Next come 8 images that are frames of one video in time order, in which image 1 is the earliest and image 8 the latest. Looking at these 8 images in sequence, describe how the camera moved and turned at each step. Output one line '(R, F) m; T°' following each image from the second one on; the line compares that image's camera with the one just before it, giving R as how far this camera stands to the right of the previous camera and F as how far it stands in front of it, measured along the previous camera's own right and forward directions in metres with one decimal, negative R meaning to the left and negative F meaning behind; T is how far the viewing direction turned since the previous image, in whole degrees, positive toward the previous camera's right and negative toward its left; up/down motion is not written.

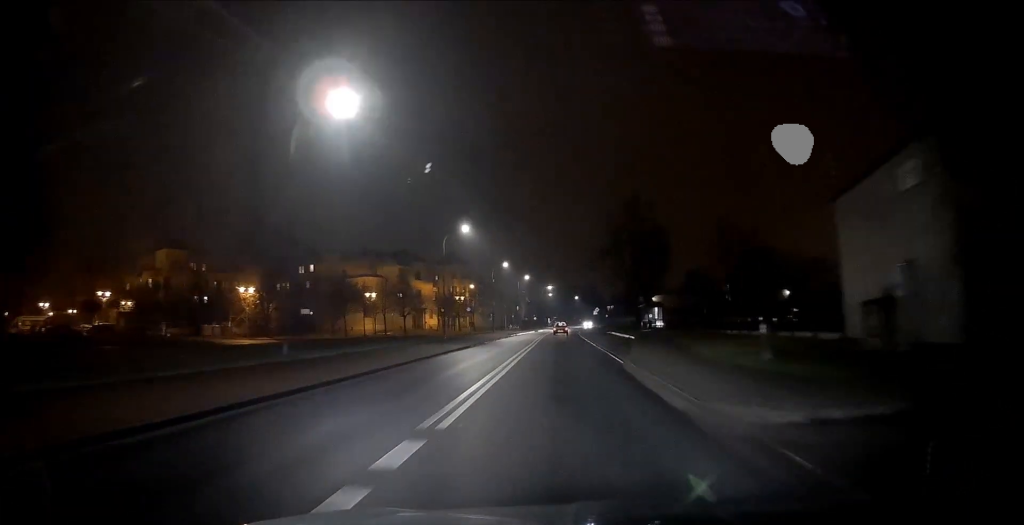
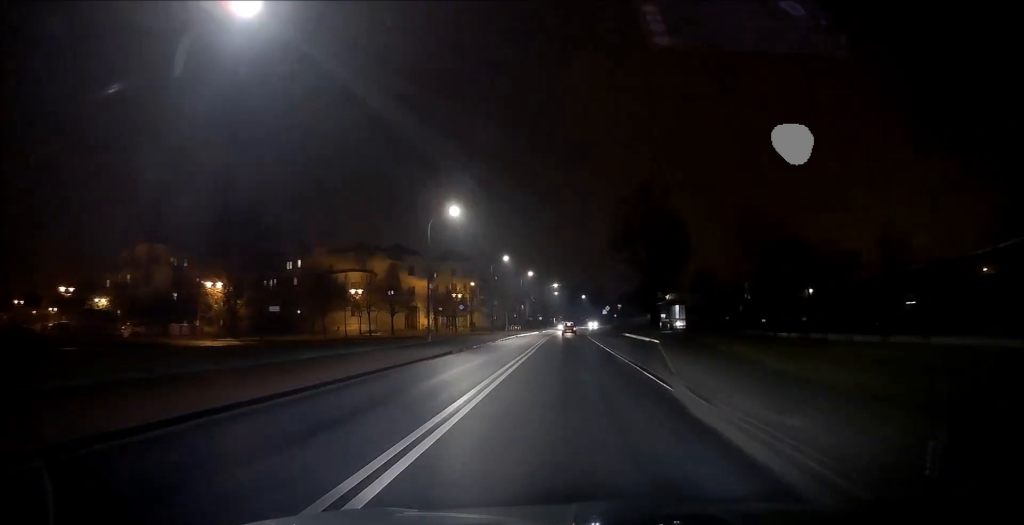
(-0.1, +7.8) m; -1°
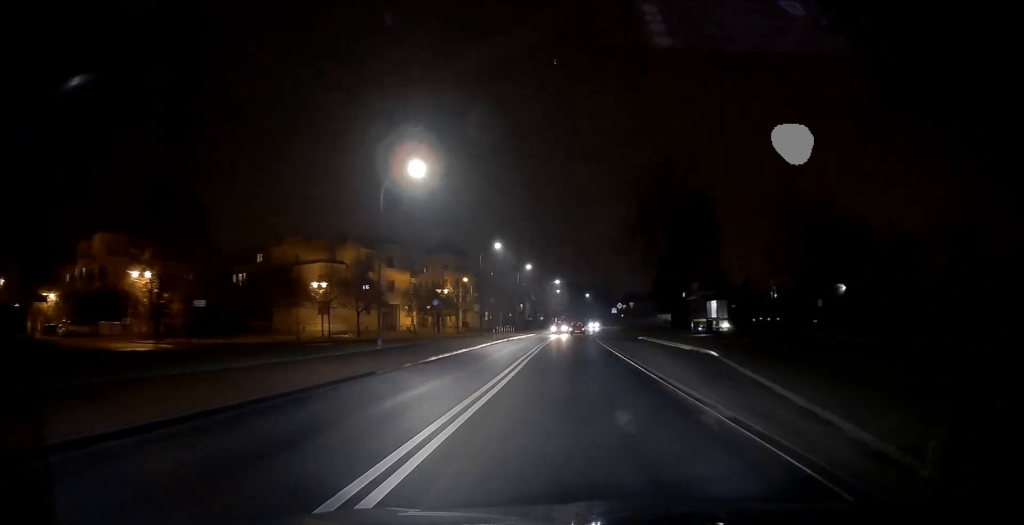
(-0.1, +11.7) m; -1°
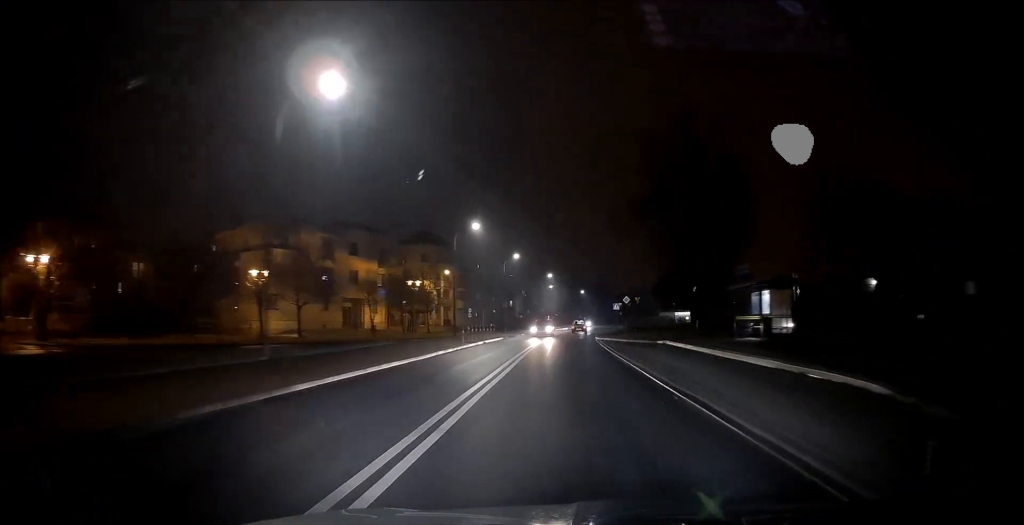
(-0.1, +11.2) m; 0°
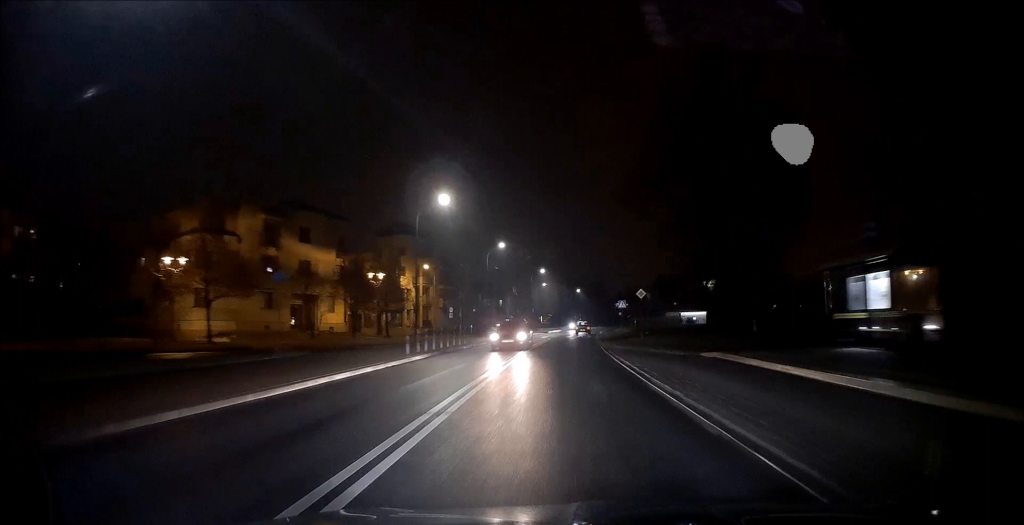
(0.0, +11.2) m; 0°
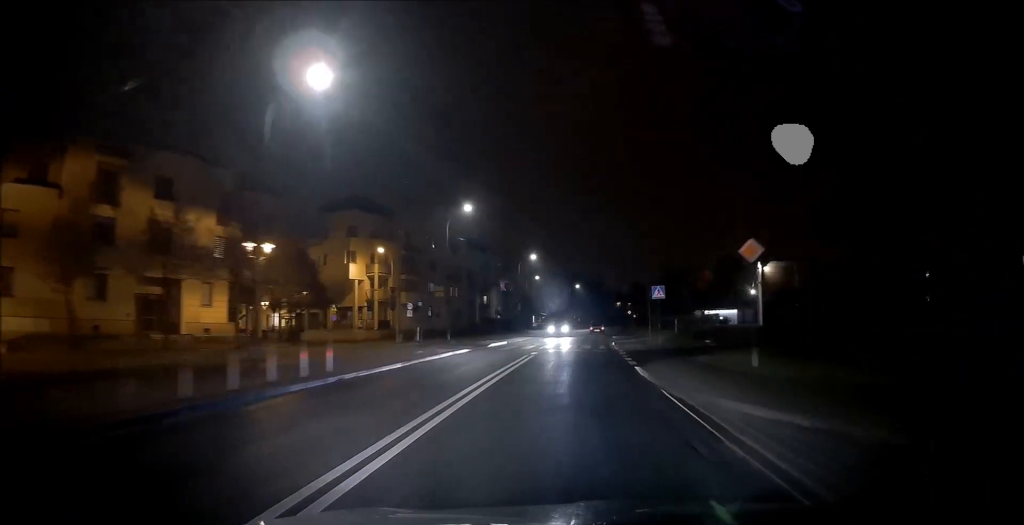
(+0.1, +19.9) m; +1°
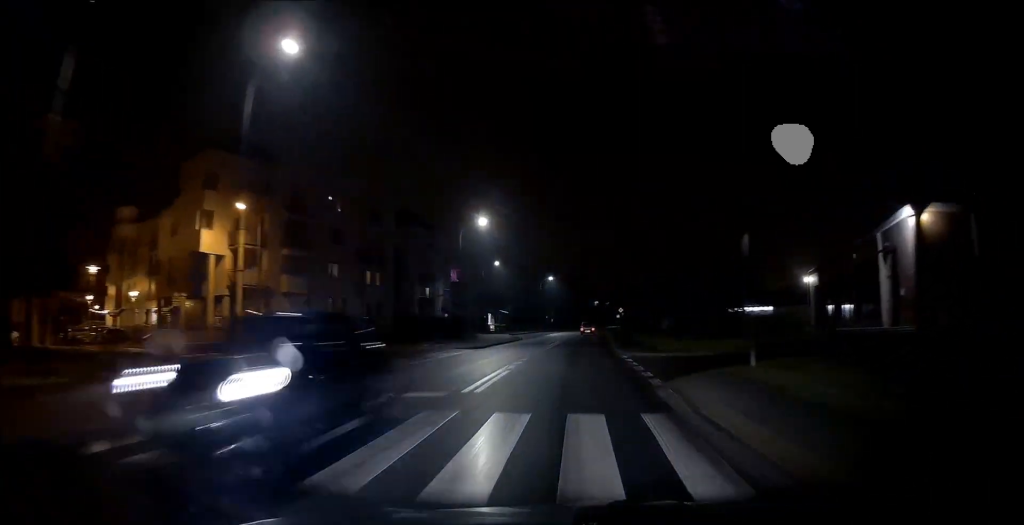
(+0.2, +25.6) m; +1°
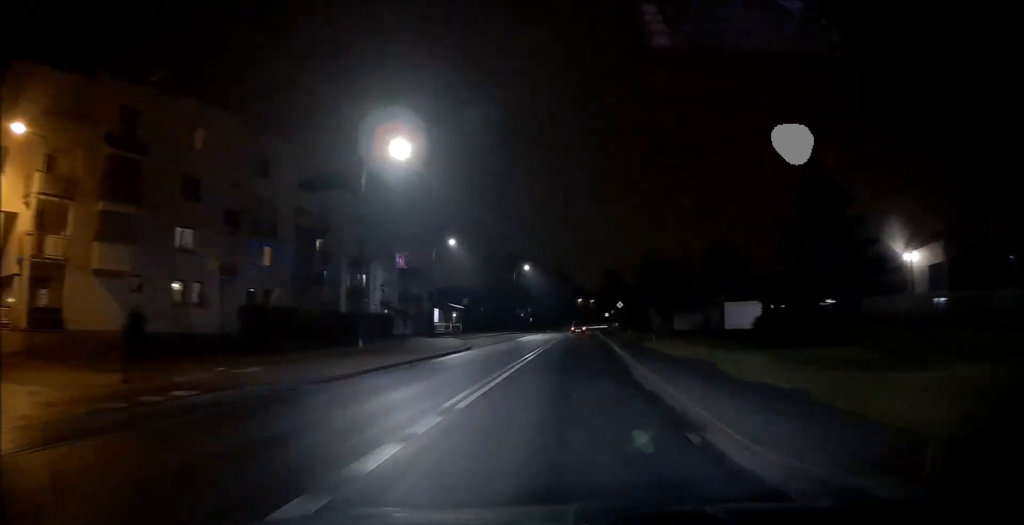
(+0.3, +19.7) m; +2°
